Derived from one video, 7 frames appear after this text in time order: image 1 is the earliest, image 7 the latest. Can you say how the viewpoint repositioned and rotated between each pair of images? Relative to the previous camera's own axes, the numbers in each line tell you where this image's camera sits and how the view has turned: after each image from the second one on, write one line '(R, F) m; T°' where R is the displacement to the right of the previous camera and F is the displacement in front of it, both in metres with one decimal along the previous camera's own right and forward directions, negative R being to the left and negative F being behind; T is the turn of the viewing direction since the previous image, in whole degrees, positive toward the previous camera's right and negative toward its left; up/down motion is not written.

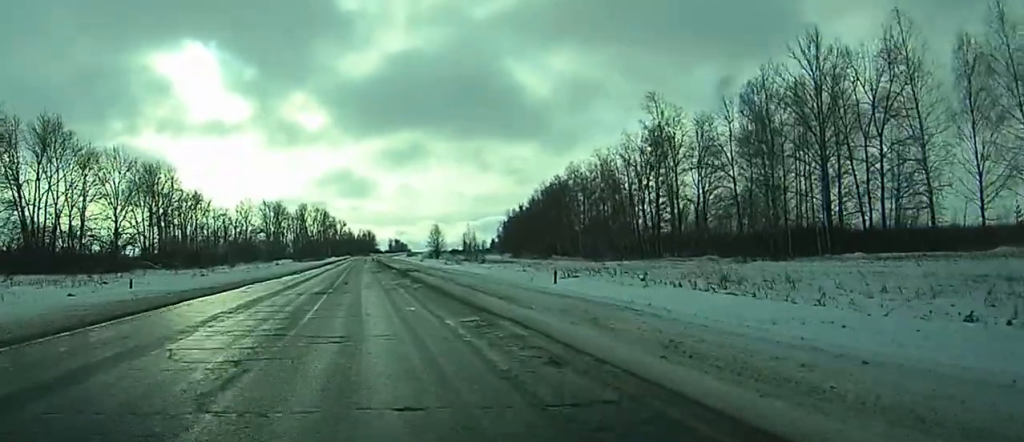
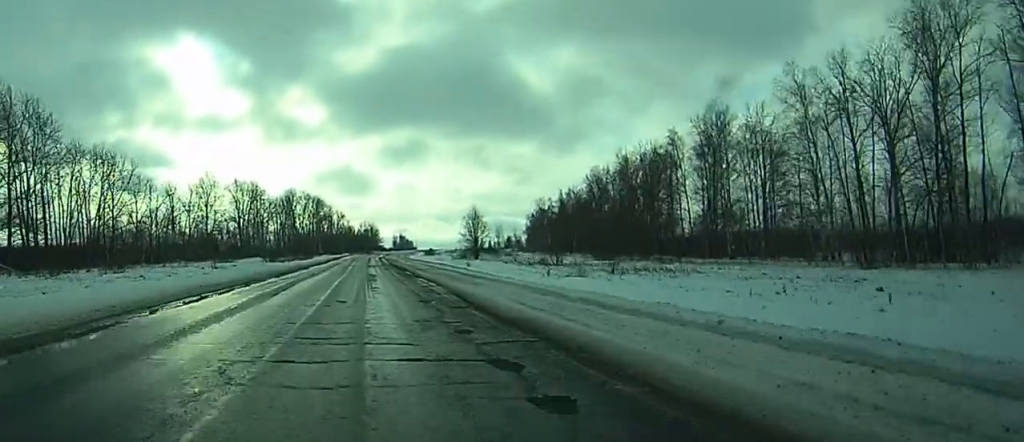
(-0.2, +74.8) m; 0°
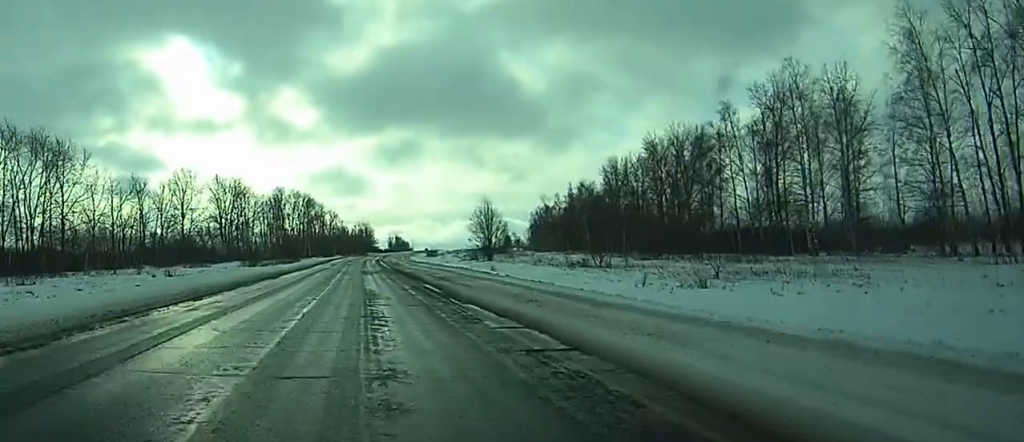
(0.0, +23.9) m; 0°
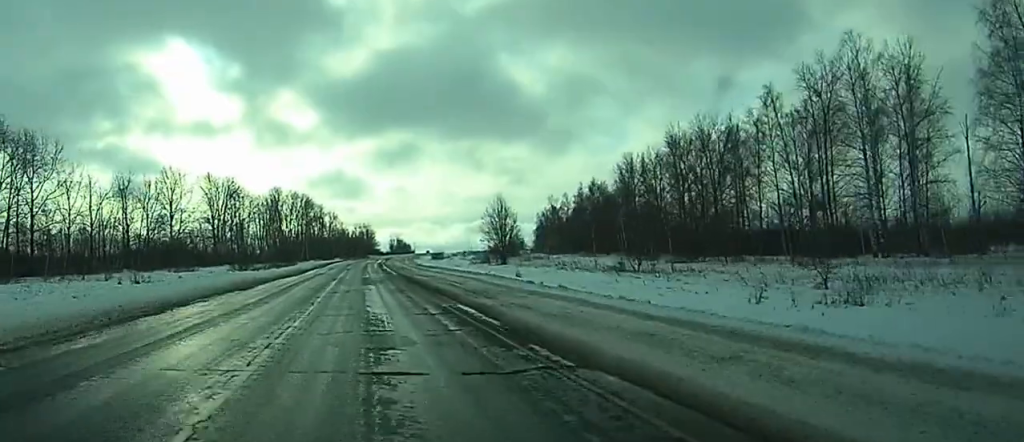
(0.0, +13.2) m; 0°
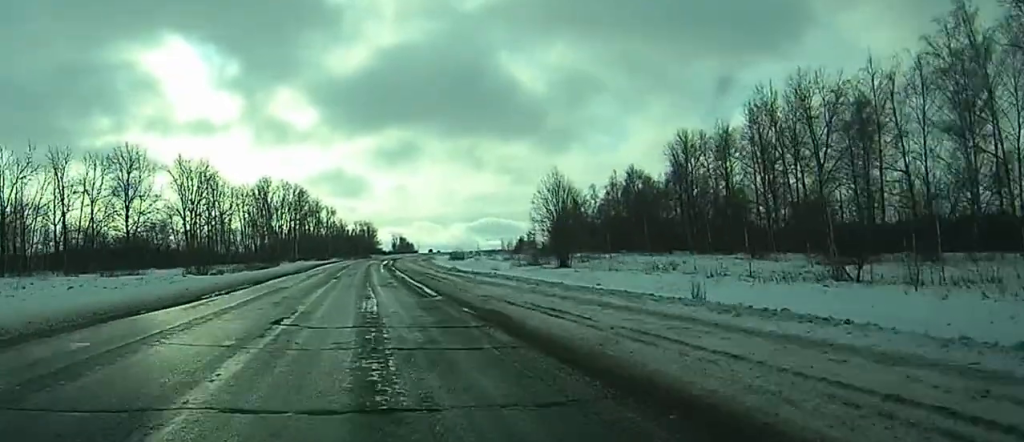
(-0.1, +36.6) m; +1°
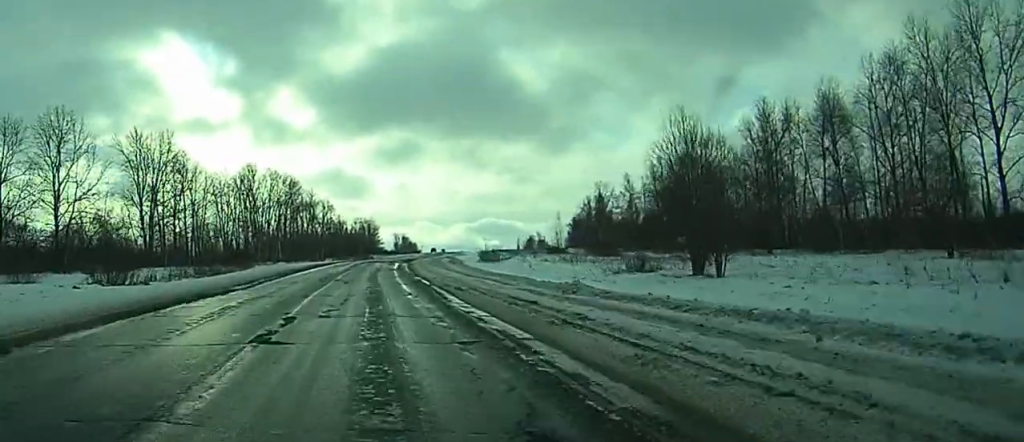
(+0.8, +30.5) m; +2°
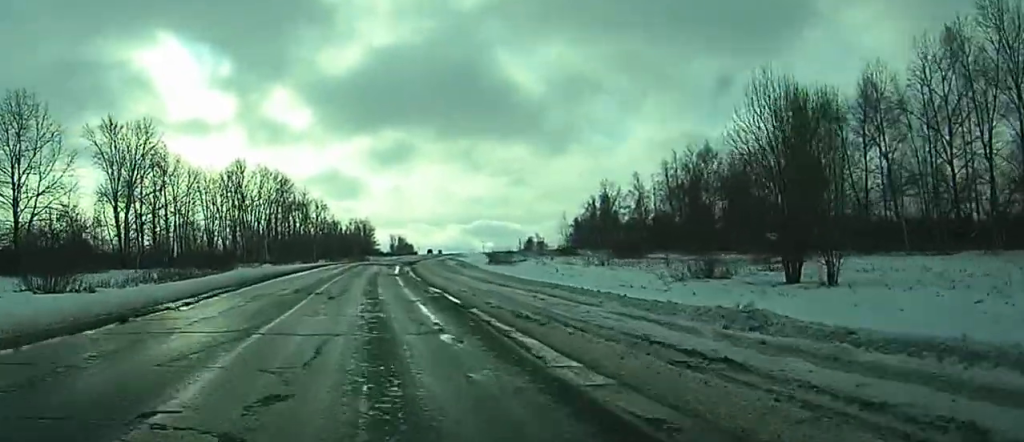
(-0.2, +10.2) m; 0°
